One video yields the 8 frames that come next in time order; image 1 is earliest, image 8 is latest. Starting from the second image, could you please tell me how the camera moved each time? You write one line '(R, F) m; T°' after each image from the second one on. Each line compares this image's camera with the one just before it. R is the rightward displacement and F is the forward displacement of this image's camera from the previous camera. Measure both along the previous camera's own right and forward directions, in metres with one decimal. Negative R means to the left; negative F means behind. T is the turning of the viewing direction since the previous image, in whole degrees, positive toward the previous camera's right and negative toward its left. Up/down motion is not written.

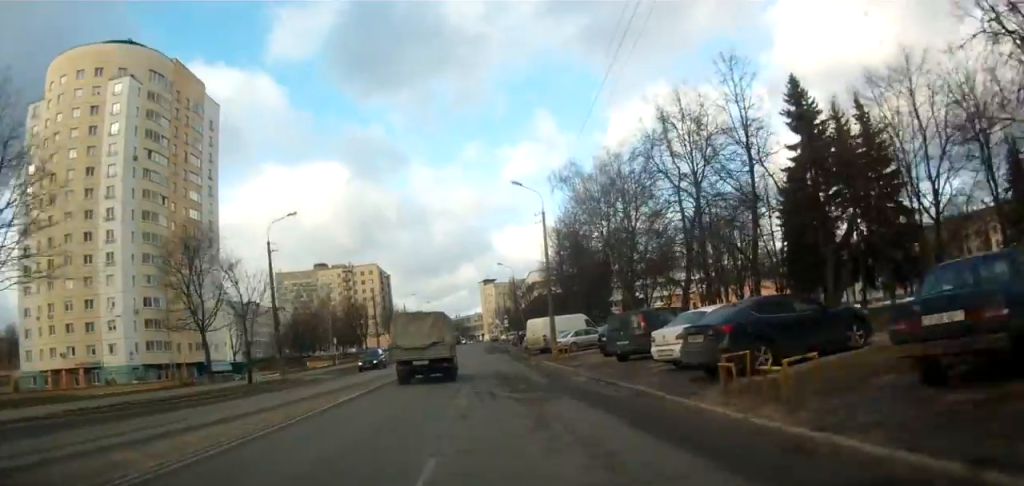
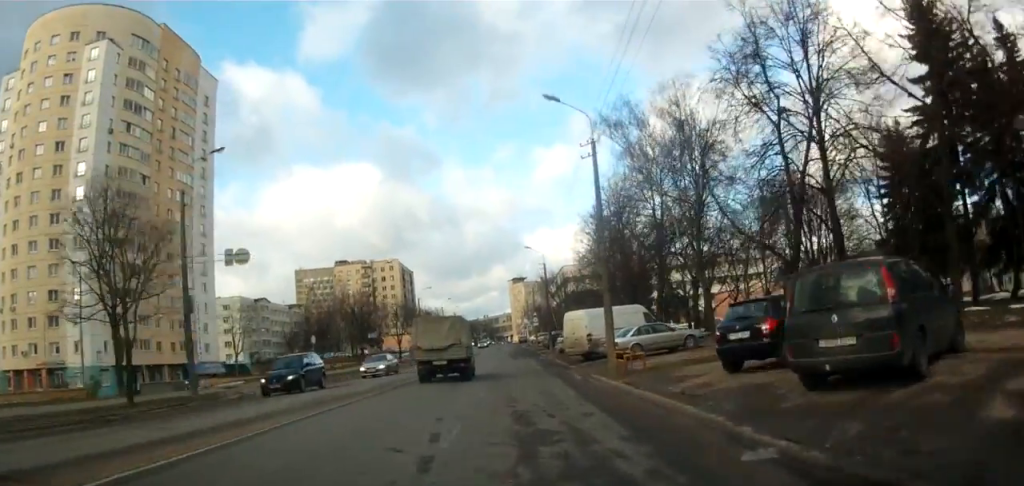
(-0.1, +14.4) m; 0°
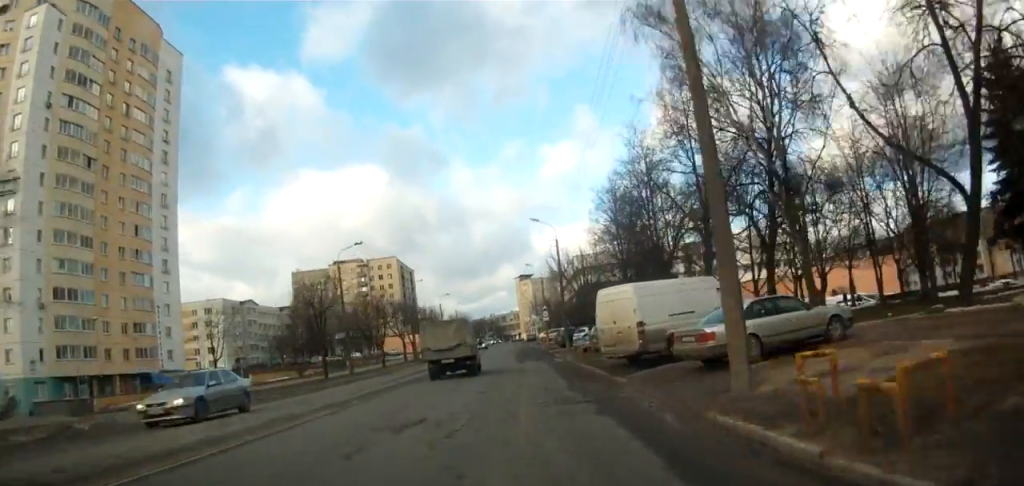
(+0.2, +14.0) m; 0°
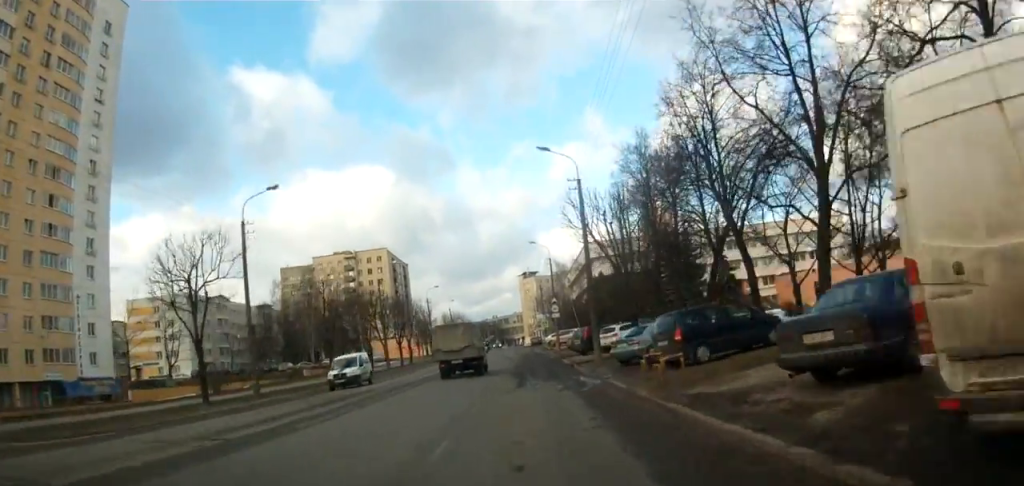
(-0.3, +18.0) m; -3°
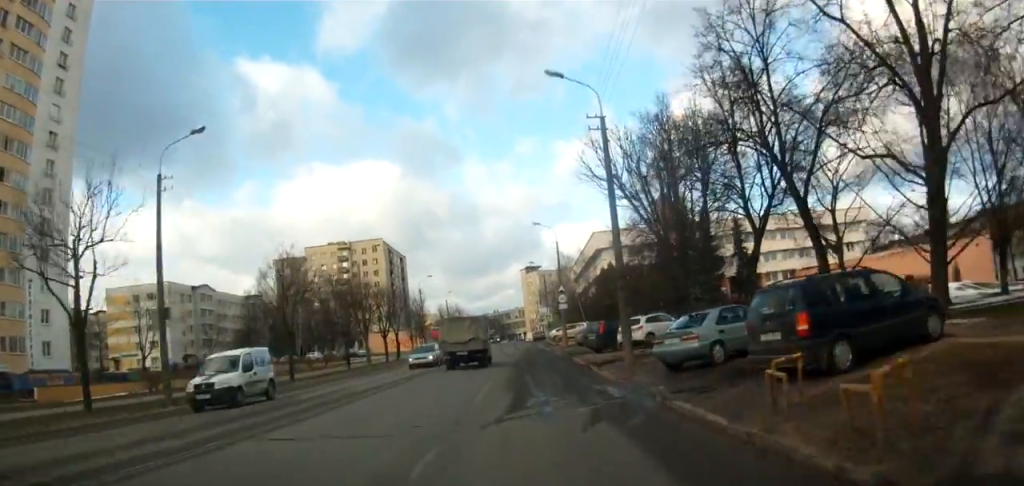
(-0.2, +8.3) m; -1°
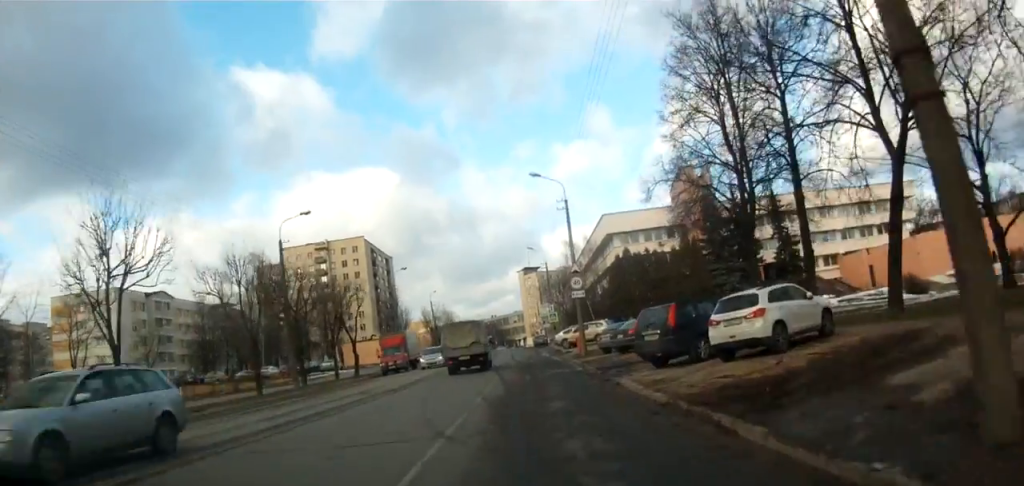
(-0.3, +15.6) m; -1°
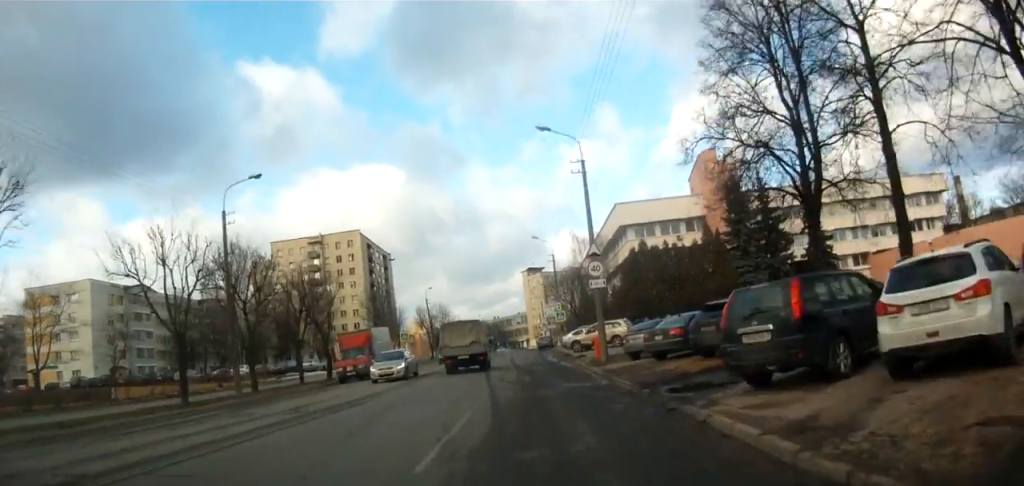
(0.0, +7.3) m; 0°
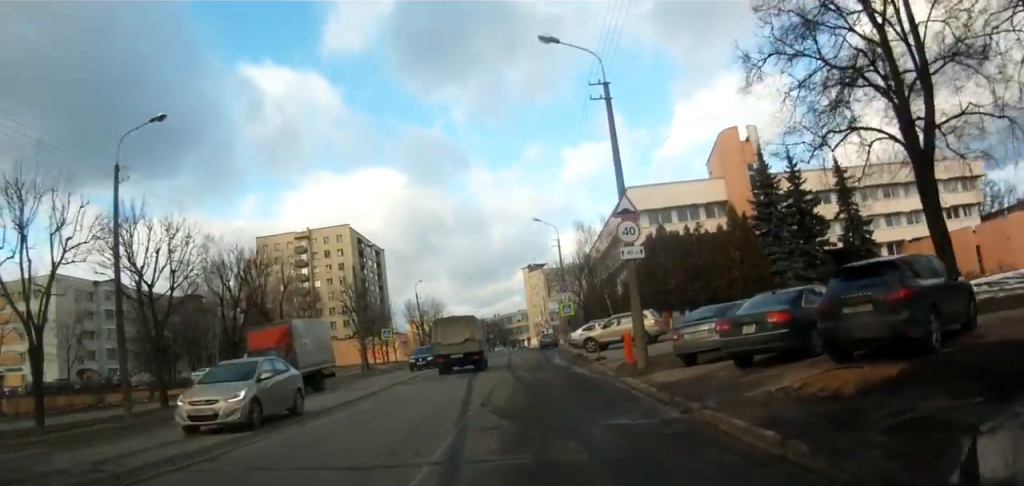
(-0.1, +8.1) m; +1°
